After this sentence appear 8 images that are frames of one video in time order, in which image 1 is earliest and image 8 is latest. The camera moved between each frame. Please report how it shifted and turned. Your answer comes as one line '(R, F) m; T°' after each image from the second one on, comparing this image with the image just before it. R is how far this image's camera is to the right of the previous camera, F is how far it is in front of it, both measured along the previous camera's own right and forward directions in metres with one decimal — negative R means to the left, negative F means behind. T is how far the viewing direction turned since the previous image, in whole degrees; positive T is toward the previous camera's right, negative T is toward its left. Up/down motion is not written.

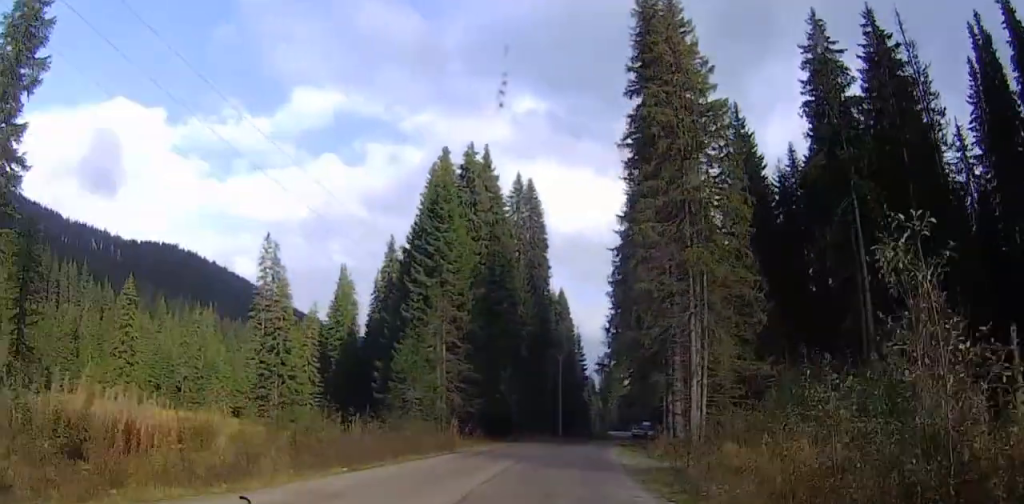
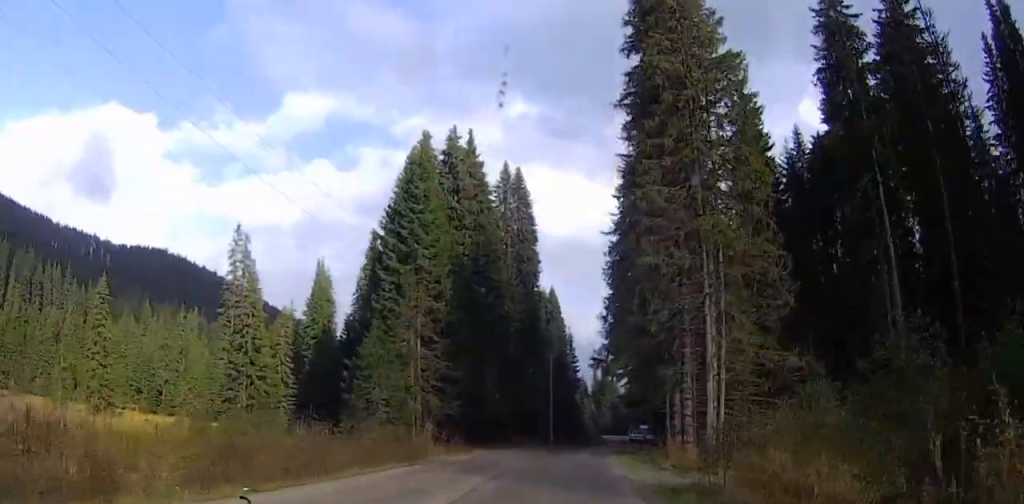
(0.0, +5.8) m; 0°
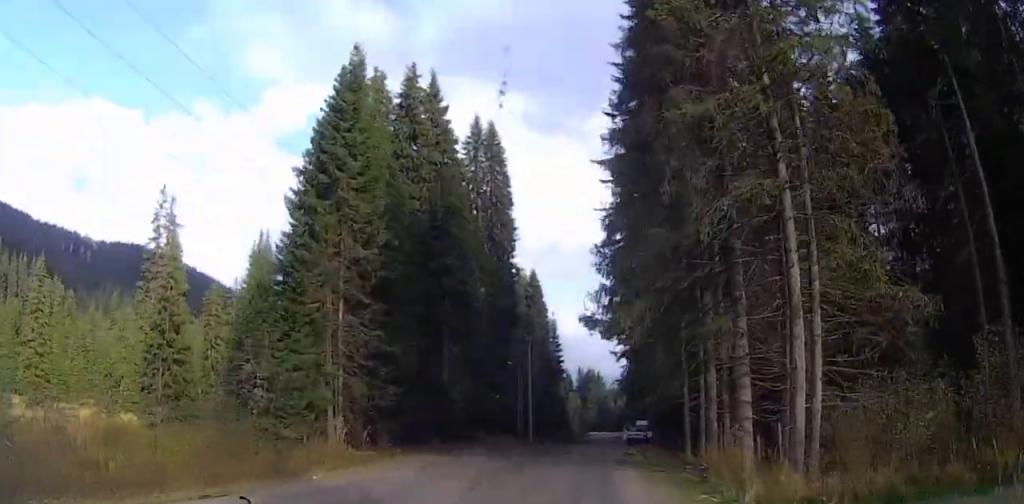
(0.0, +13.1) m; +1°
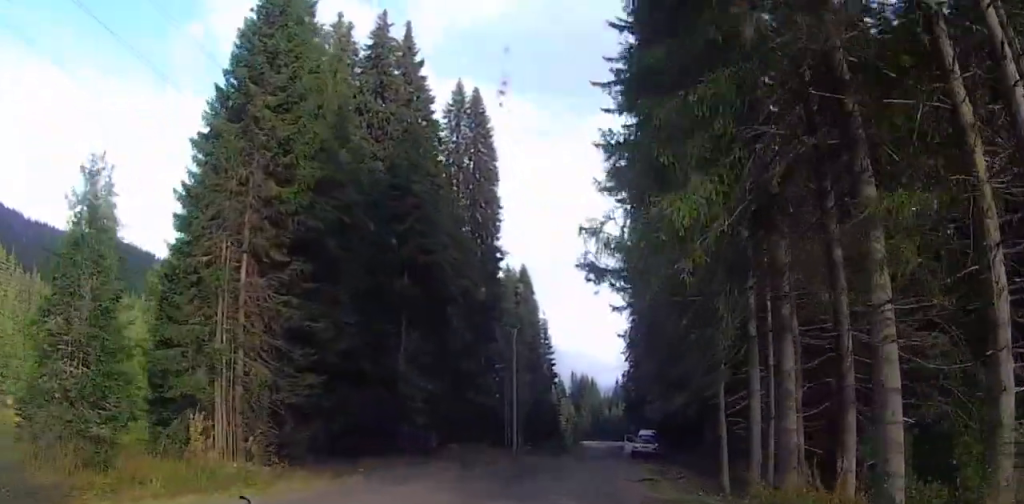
(0.0, +10.0) m; +2°
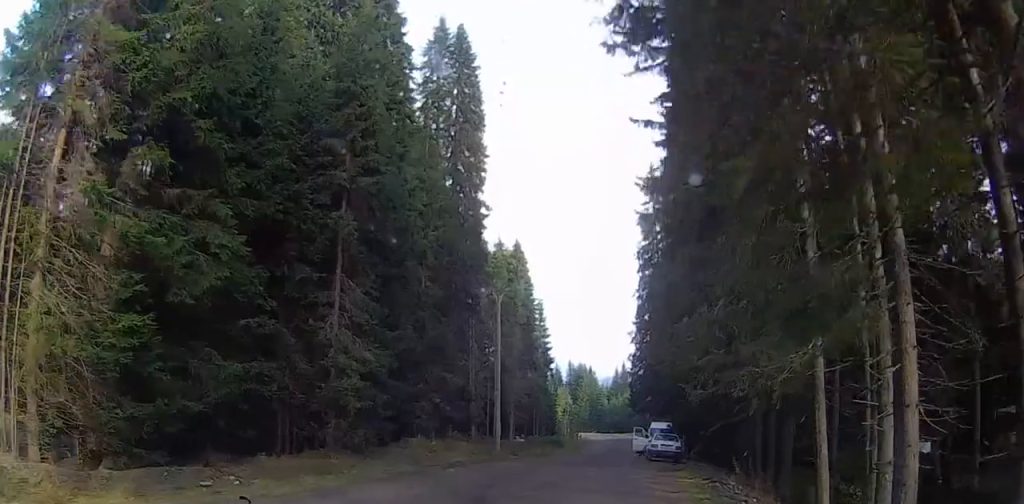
(+0.5, +10.7) m; +2°
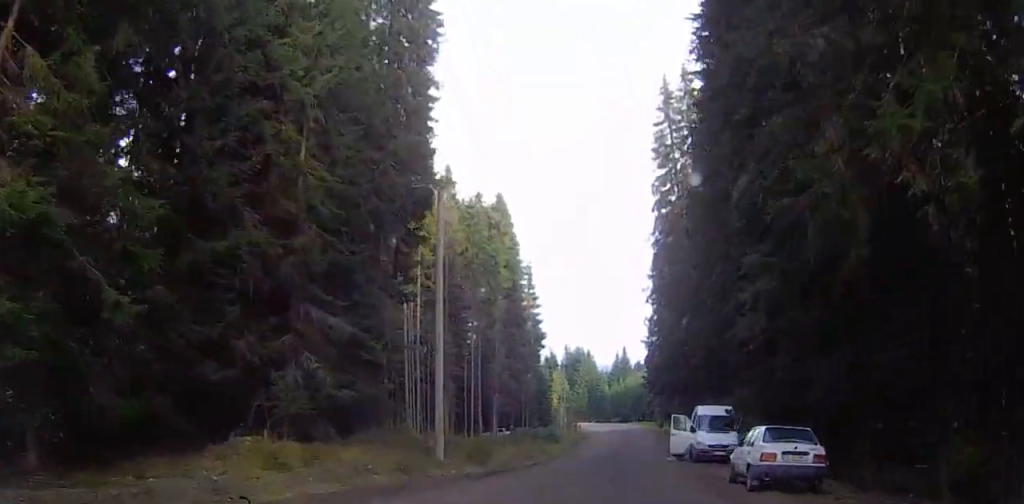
(+0.6, +19.3) m; +4°
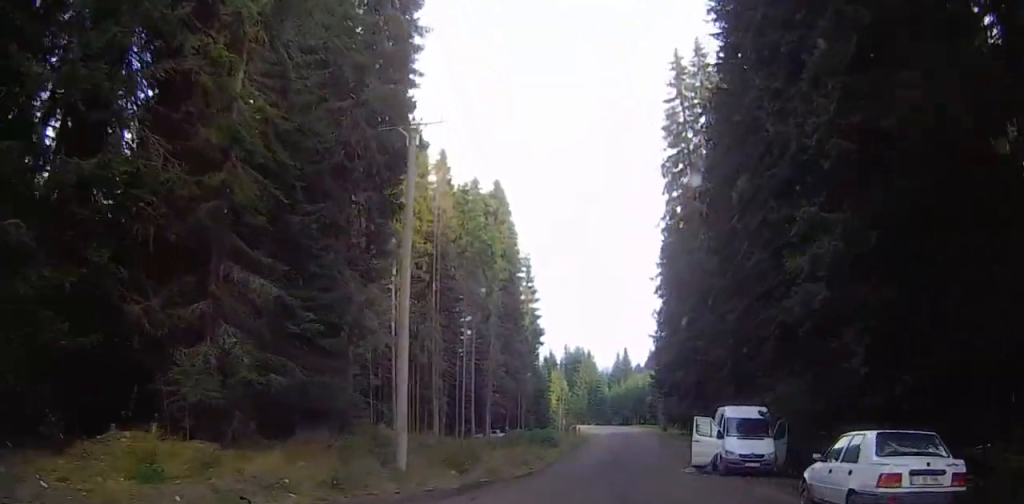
(+0.3, +5.5) m; 0°
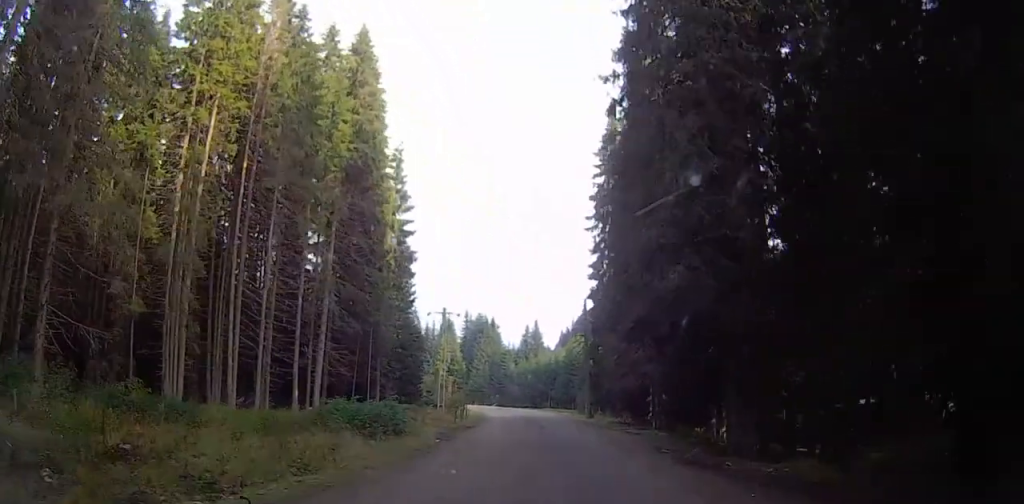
(-1.0, +29.0) m; -1°
